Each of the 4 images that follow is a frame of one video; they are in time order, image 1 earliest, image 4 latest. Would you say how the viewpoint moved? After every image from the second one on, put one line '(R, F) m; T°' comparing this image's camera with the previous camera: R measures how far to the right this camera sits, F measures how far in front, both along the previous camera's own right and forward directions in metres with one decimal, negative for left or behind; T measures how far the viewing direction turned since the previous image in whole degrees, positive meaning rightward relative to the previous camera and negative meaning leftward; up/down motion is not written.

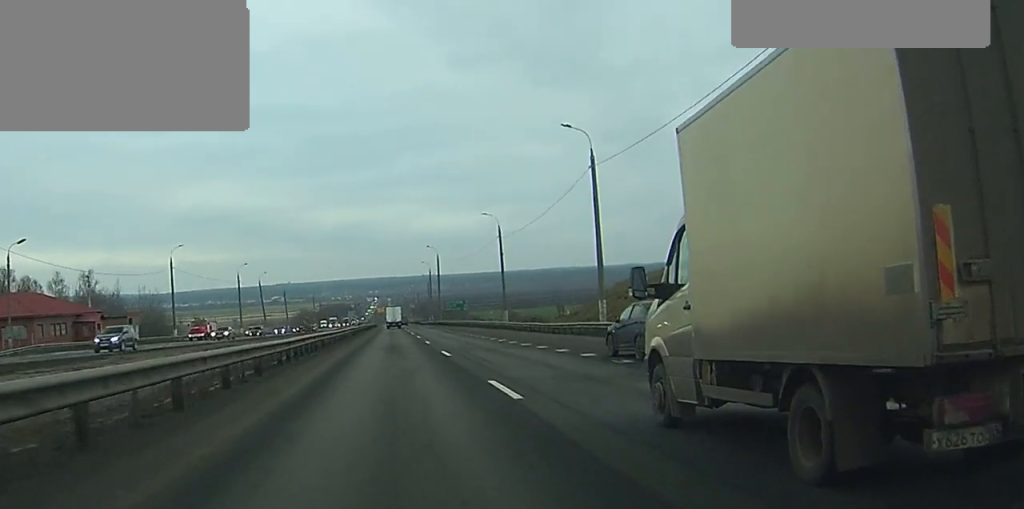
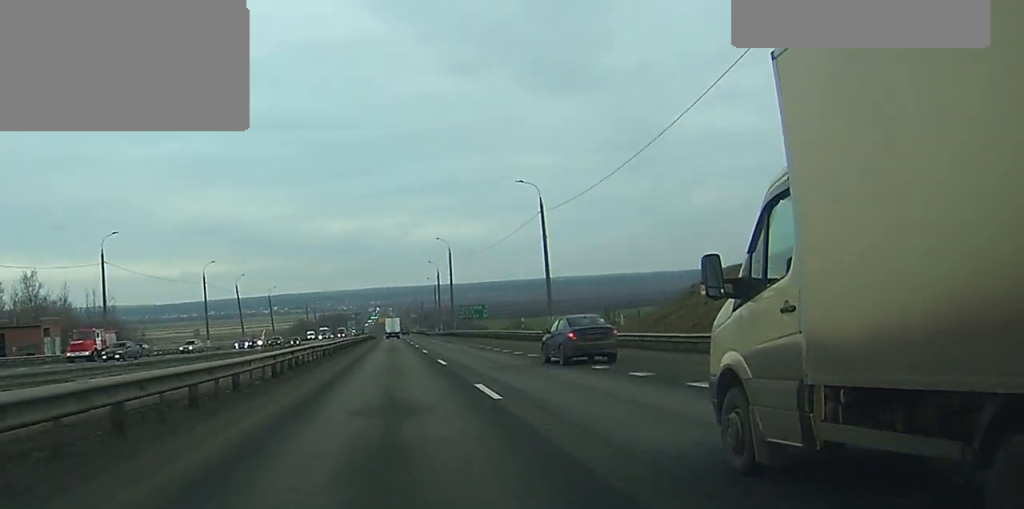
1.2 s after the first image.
(-0.1, +29.8) m; 0°
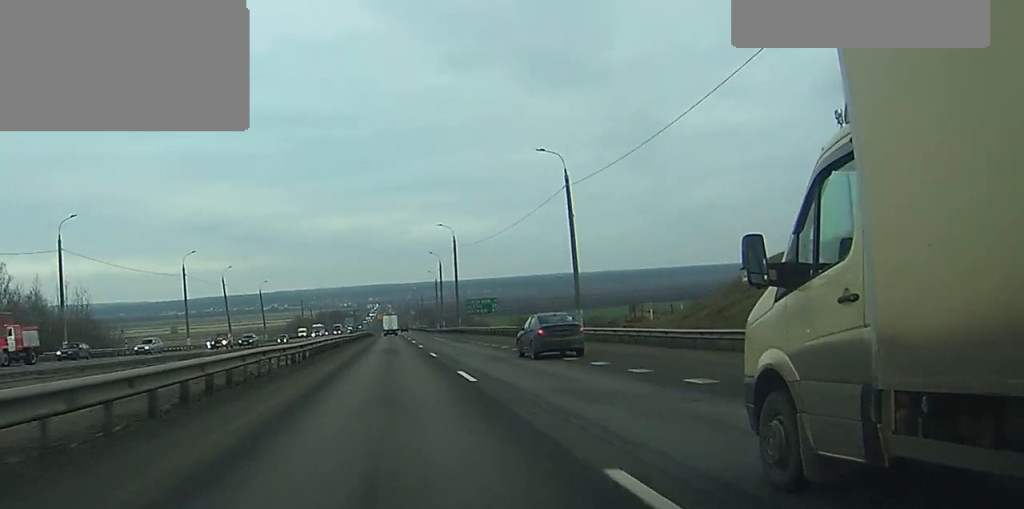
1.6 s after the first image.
(0.0, +12.0) m; 0°
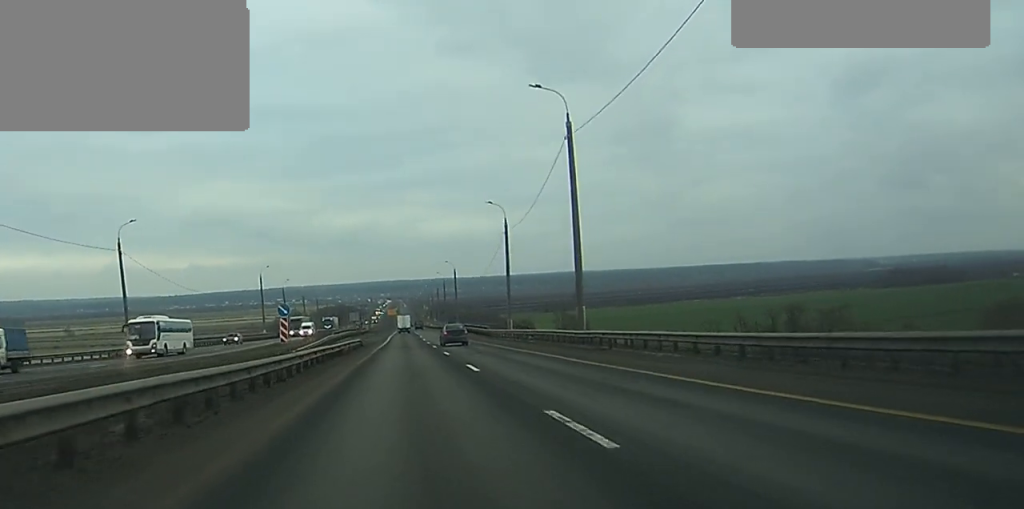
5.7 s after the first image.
(-0.2, +105.8) m; 0°
